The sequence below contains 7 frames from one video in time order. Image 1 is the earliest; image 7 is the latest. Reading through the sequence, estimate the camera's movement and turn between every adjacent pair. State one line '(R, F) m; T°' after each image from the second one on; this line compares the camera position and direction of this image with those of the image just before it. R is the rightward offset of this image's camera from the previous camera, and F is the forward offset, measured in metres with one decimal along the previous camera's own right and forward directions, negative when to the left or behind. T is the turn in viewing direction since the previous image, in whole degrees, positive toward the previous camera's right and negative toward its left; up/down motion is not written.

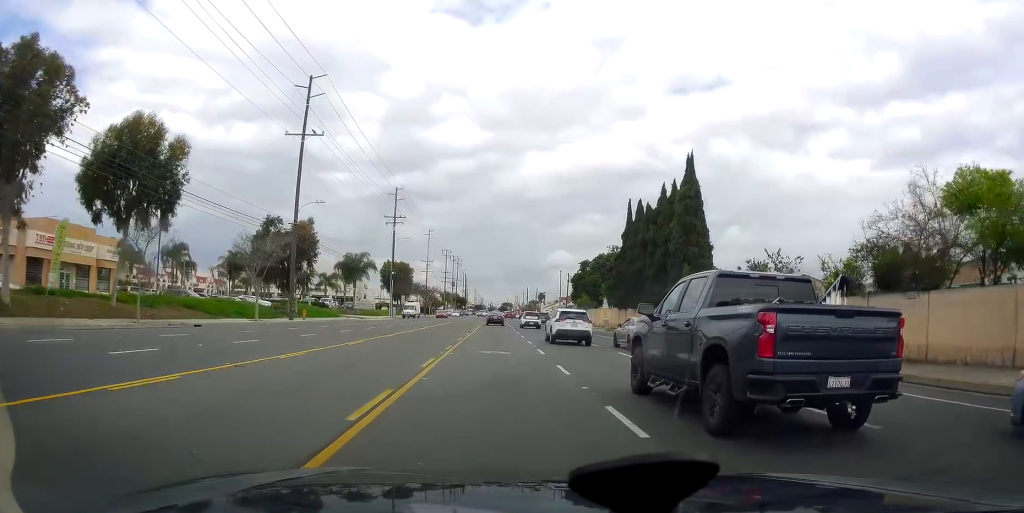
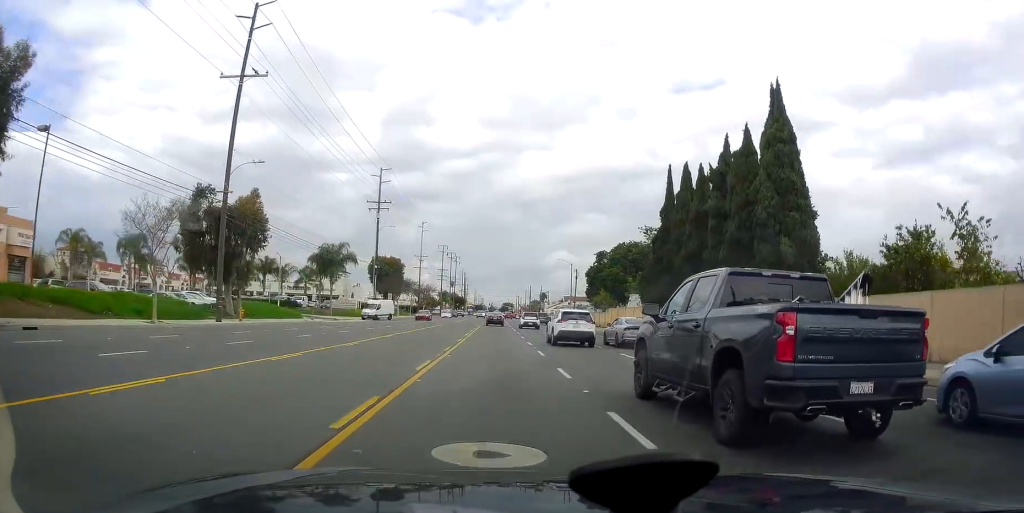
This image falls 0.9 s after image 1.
(-0.4, +14.3) m; +1°
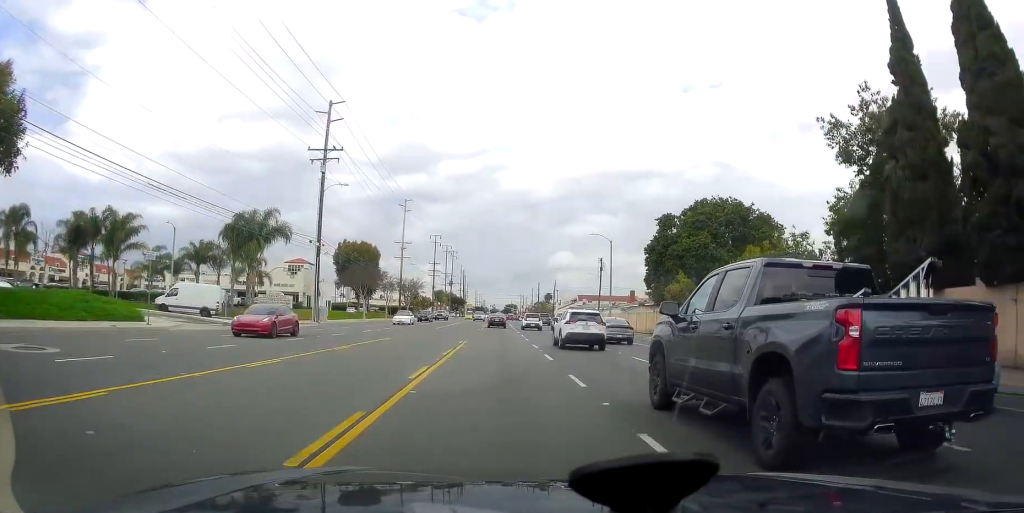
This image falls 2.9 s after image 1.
(+1.4, +29.8) m; +3°
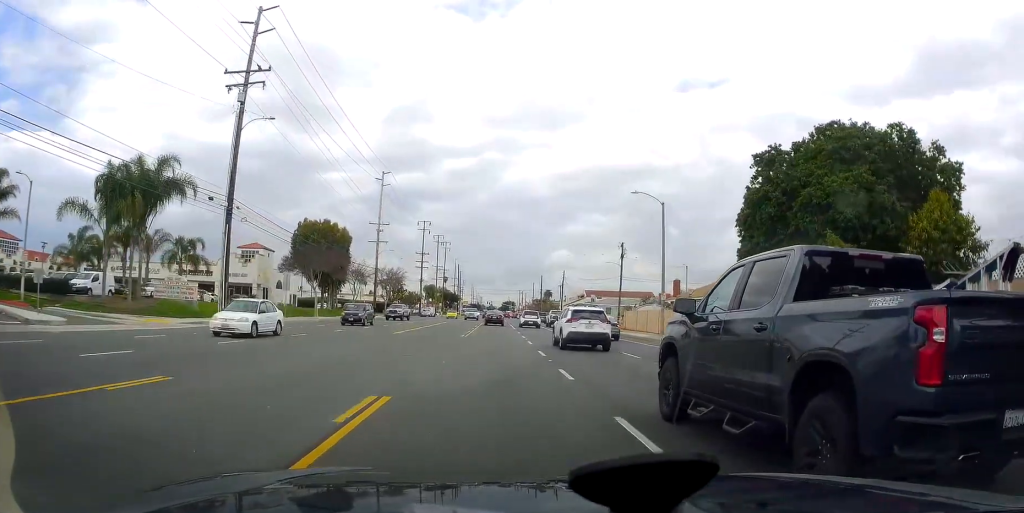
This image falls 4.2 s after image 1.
(0.0, +20.1) m; 0°
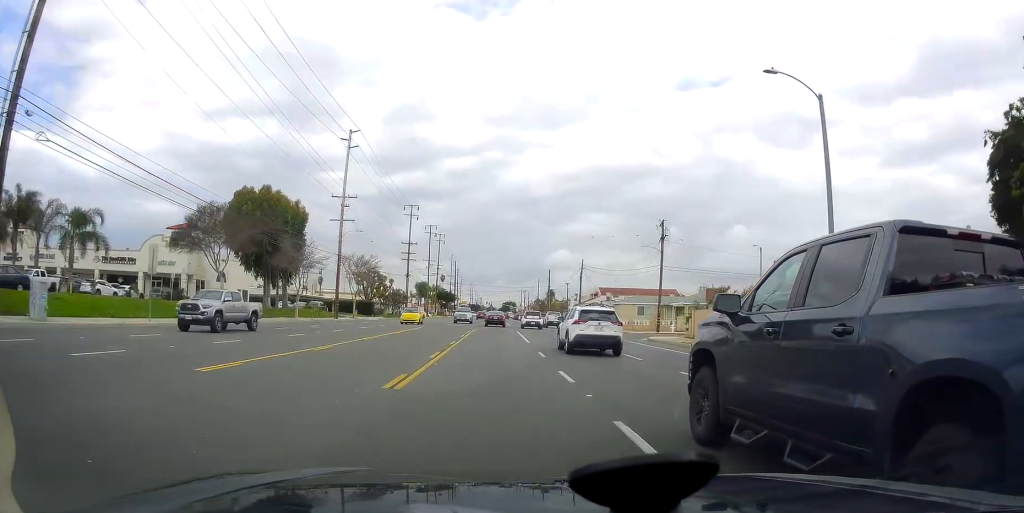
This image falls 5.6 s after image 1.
(0.0, +21.7) m; 0°
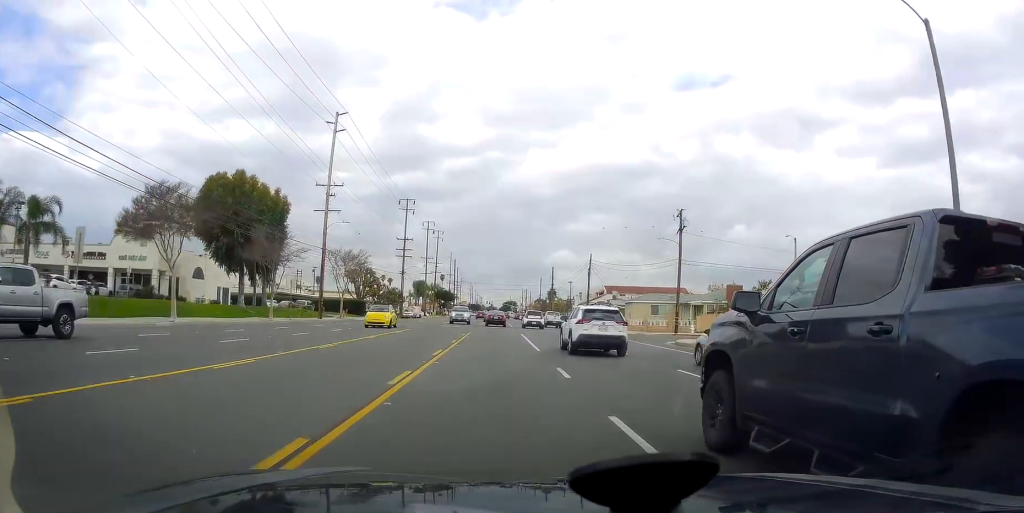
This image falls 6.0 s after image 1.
(0.0, +6.6) m; 0°
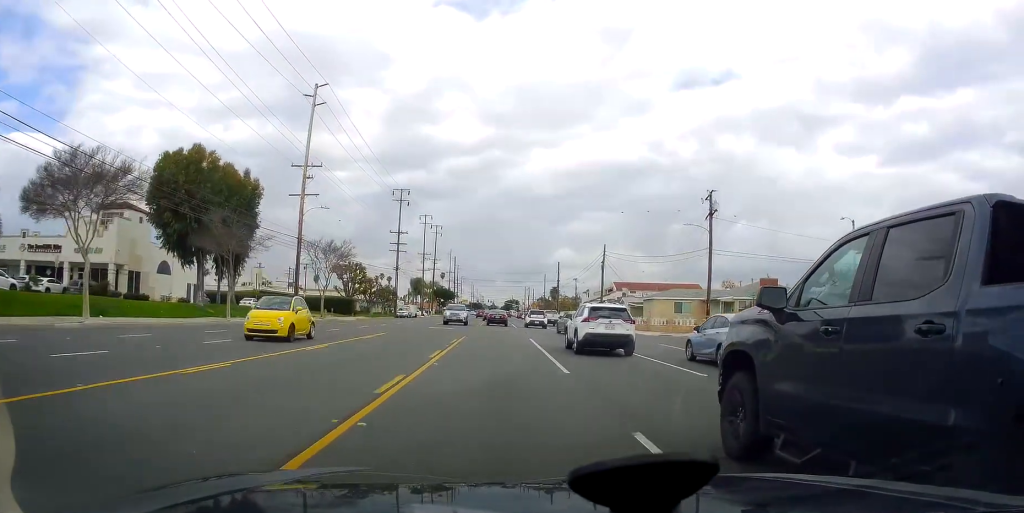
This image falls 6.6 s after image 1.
(0.0, +8.7) m; 0°
